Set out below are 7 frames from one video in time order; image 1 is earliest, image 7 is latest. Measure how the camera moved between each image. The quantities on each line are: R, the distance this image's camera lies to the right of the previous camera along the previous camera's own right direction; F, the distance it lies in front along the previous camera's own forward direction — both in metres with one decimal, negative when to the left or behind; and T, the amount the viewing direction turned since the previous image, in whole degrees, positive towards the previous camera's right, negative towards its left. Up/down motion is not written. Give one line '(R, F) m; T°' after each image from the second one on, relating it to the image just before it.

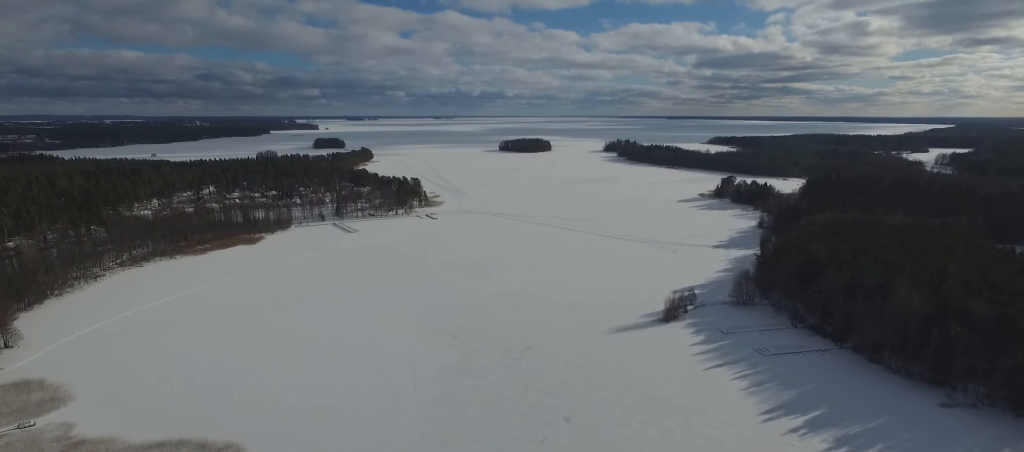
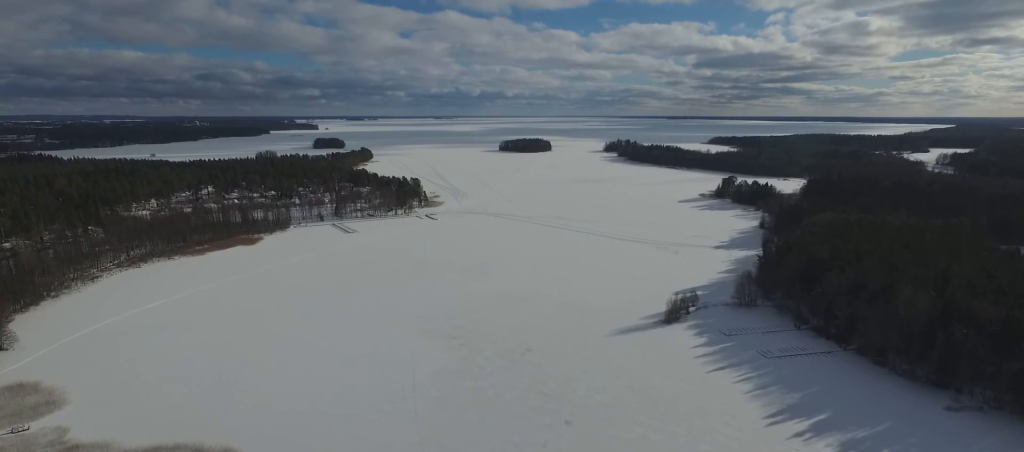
(0.0, +3.1) m; 0°
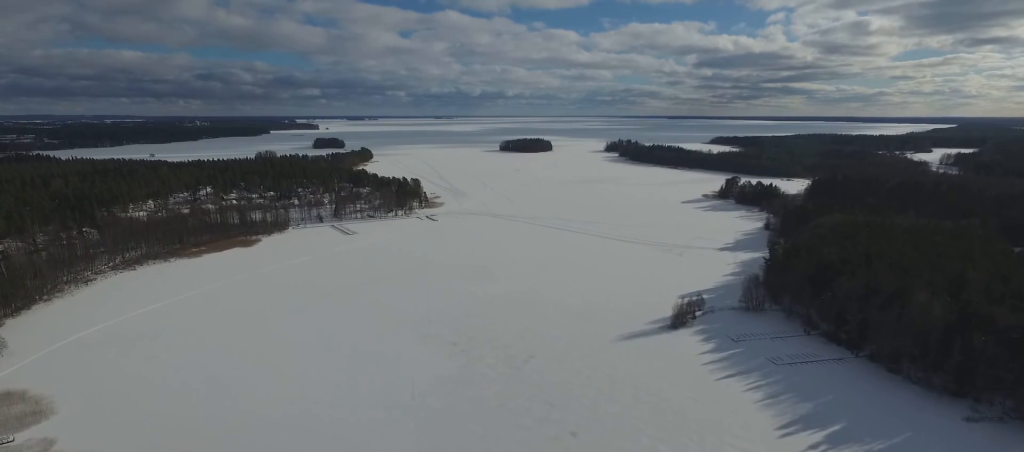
(-0.1, +7.9) m; -1°
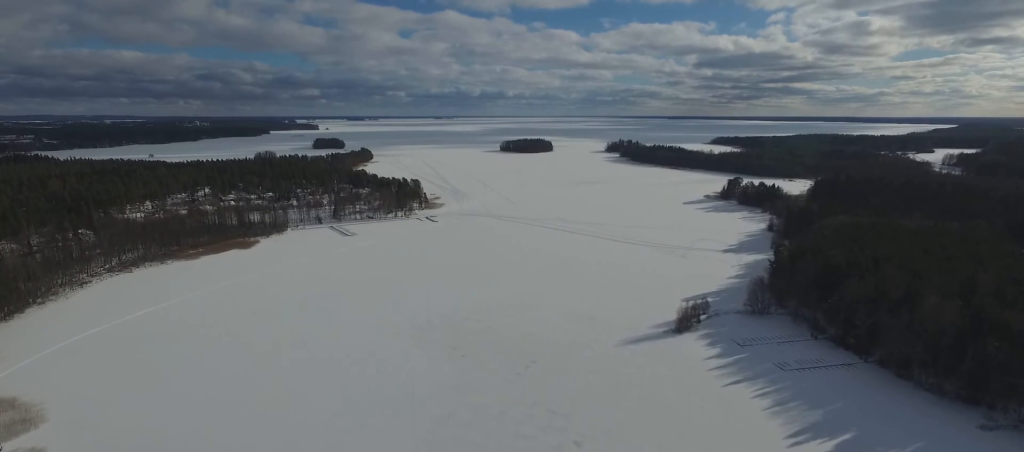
(-0.1, +5.5) m; -1°
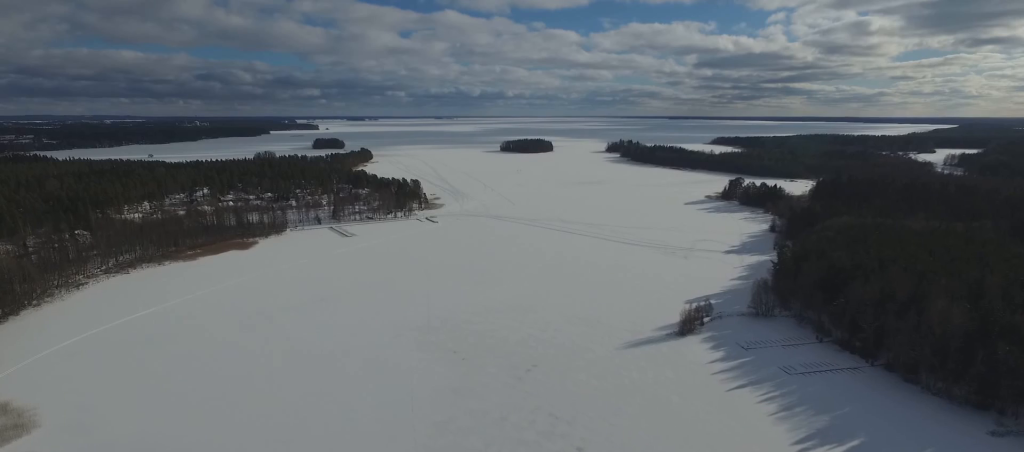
(0.0, +3.8) m; 0°
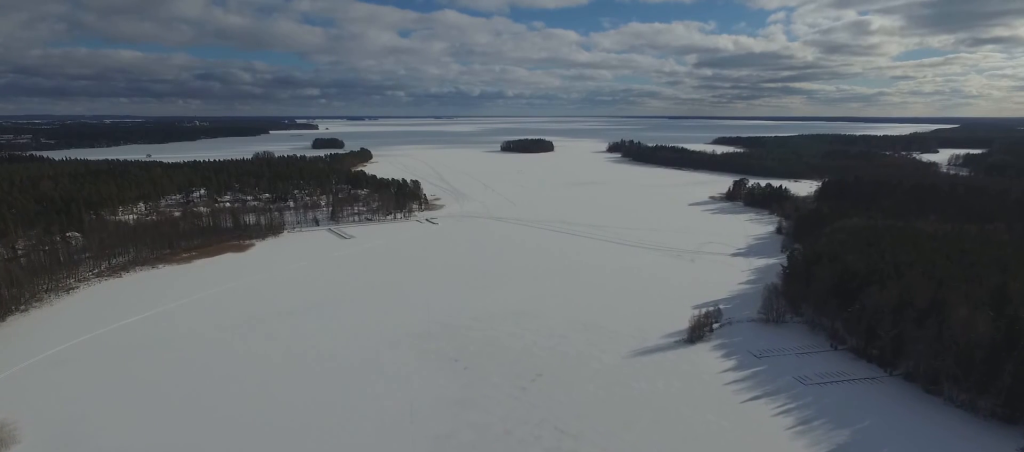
(+0.1, +10.0) m; -1°
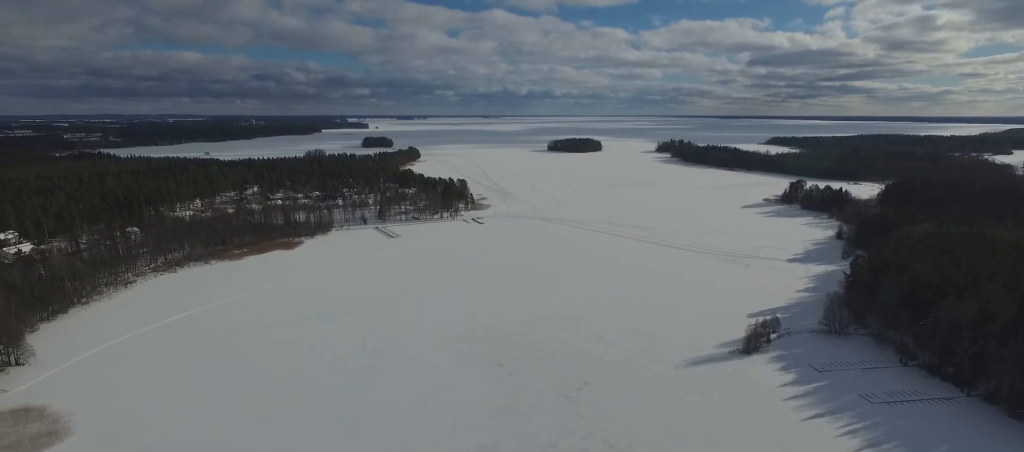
(-0.3, +7.5) m; -5°
